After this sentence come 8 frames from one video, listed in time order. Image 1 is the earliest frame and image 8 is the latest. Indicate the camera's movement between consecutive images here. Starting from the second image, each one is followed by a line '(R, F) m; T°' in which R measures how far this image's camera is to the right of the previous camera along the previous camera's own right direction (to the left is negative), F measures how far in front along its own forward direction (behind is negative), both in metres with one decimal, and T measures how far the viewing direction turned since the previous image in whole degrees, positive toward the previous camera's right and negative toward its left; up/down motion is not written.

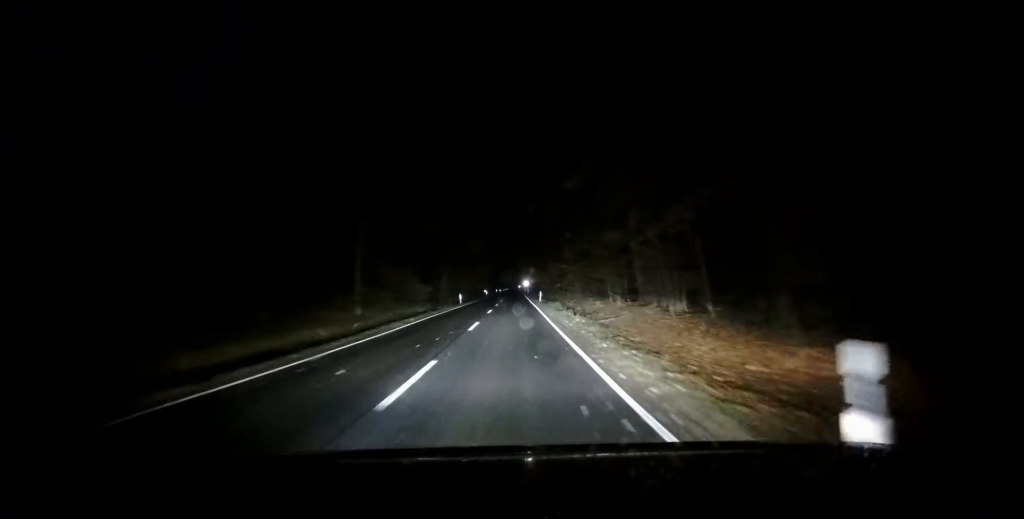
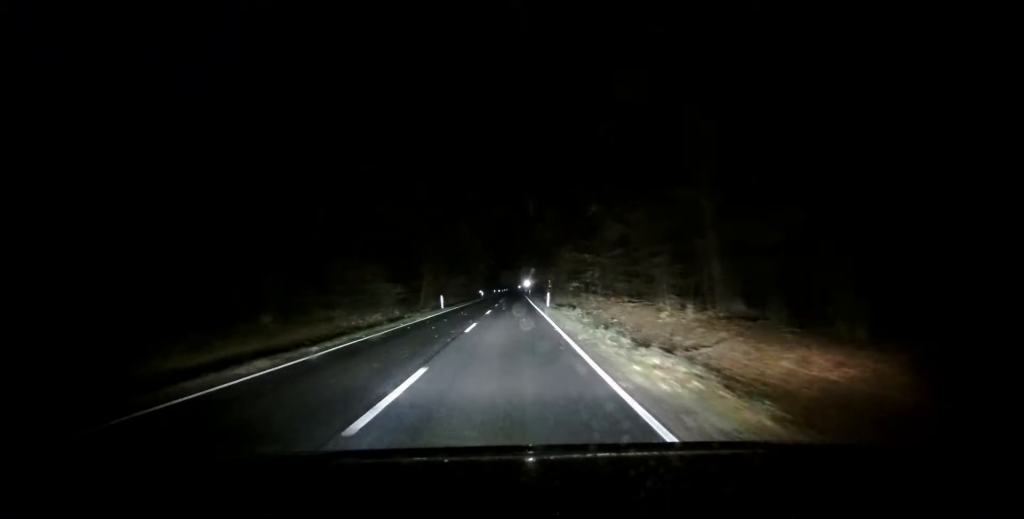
(0.0, +13.0) m; +1°
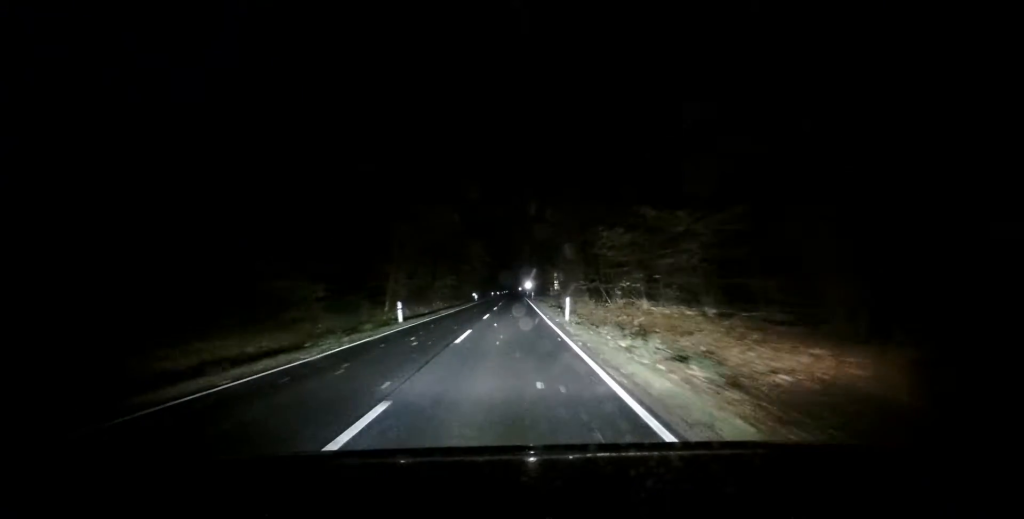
(-0.1, +14.6) m; +1°
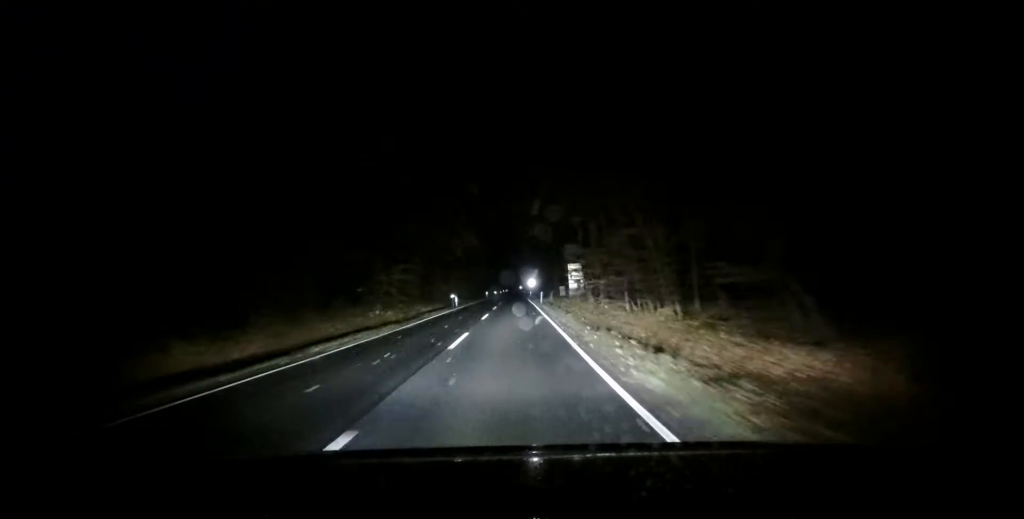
(+0.6, +25.1) m; 0°
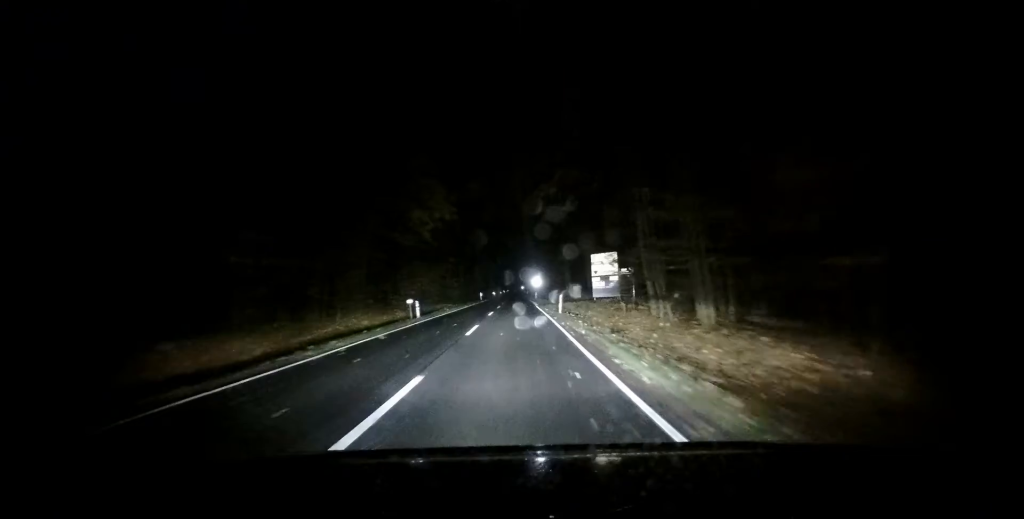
(-0.4, +20.3) m; -1°
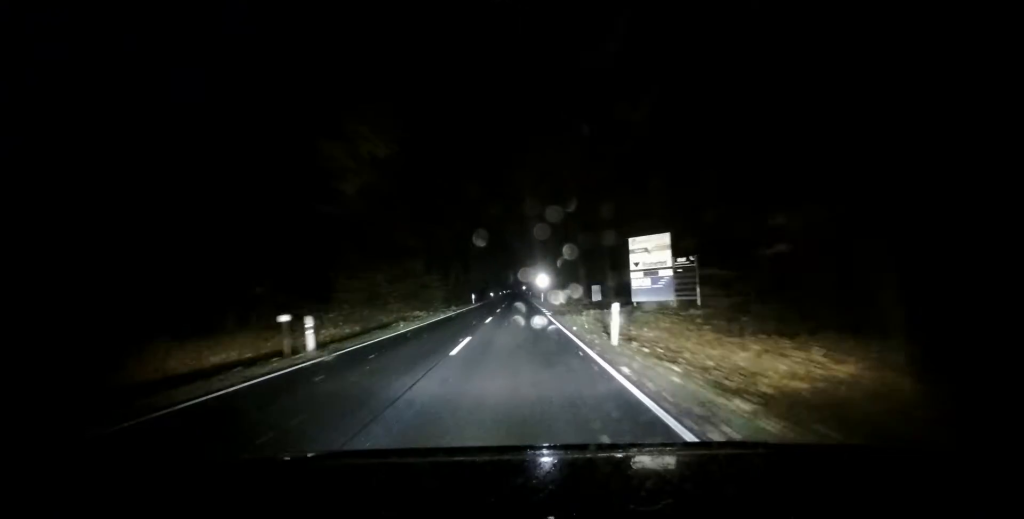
(0.0, +16.3) m; 0°
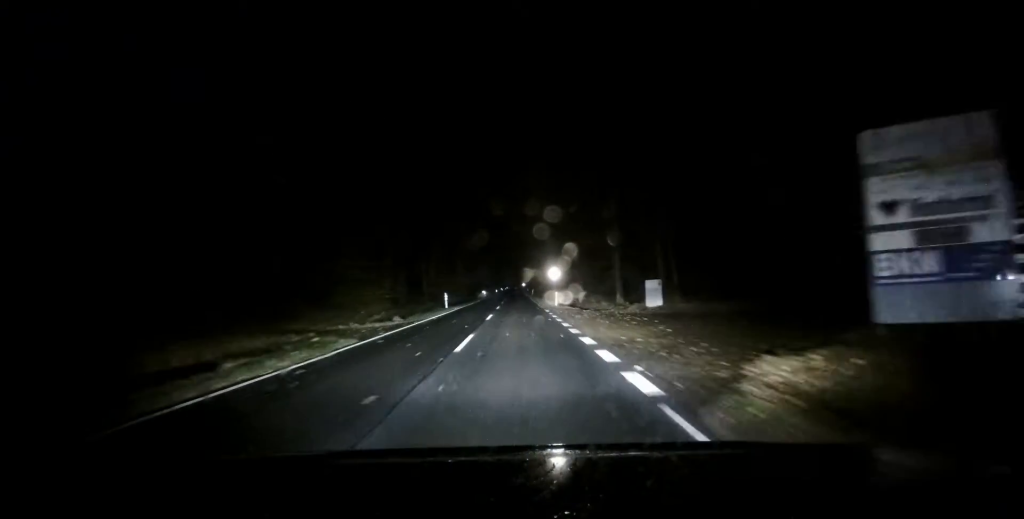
(+0.2, +23.7) m; 0°
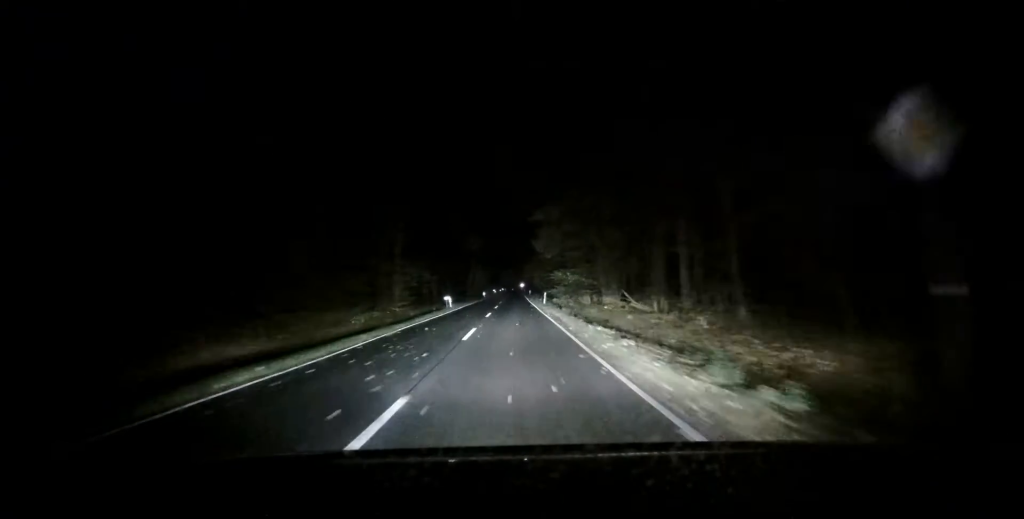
(-0.6, +44.9) m; -1°
